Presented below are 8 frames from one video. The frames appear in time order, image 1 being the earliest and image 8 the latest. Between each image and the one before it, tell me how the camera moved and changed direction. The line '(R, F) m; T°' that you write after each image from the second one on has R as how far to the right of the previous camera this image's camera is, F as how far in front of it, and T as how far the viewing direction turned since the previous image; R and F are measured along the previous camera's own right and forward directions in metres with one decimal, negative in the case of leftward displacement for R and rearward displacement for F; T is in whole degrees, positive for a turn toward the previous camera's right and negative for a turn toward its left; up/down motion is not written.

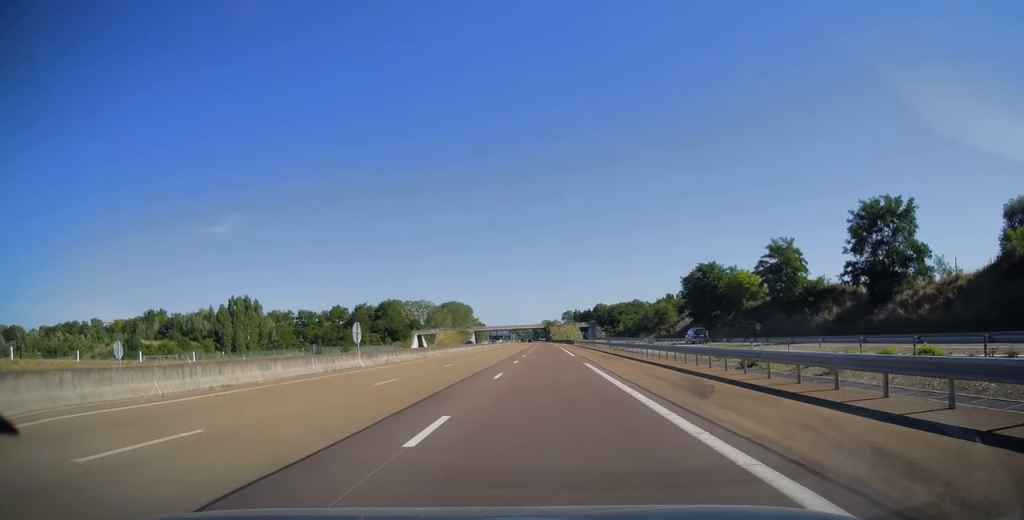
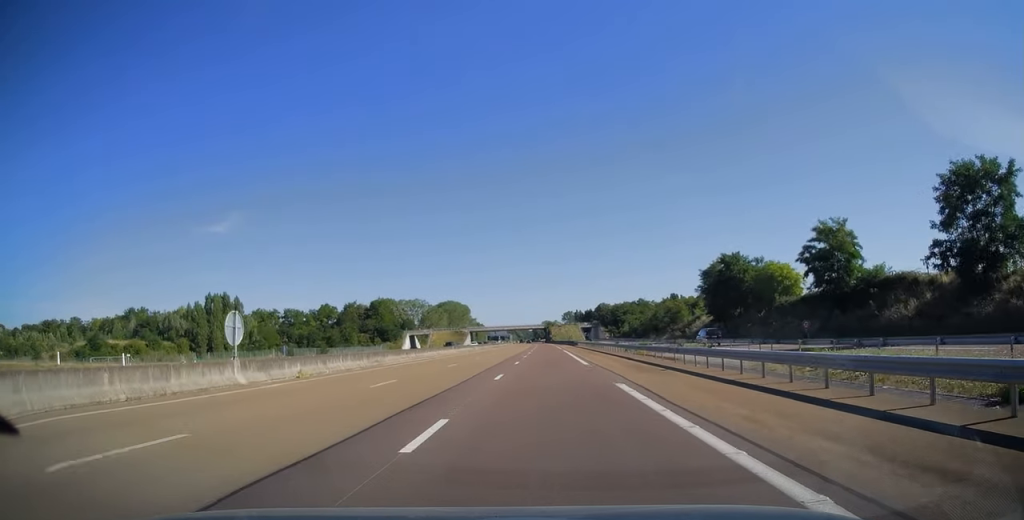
(0.0, +13.3) m; 0°
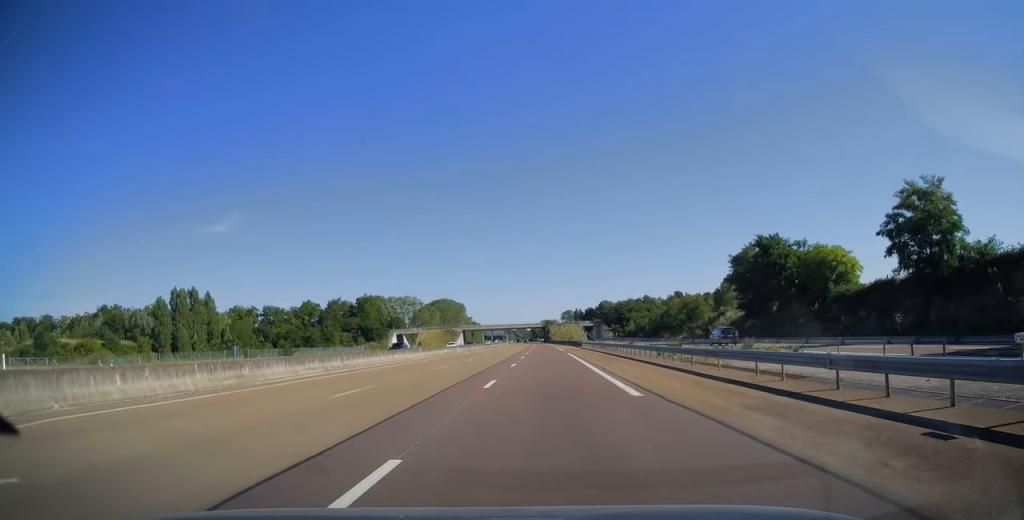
(0.0, +16.4) m; 0°
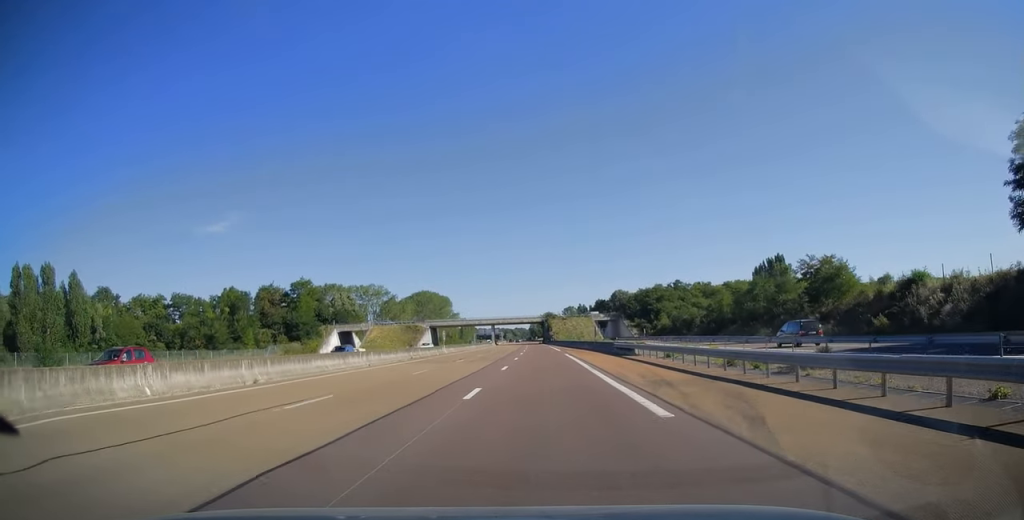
(+0.1, +55.1) m; 0°
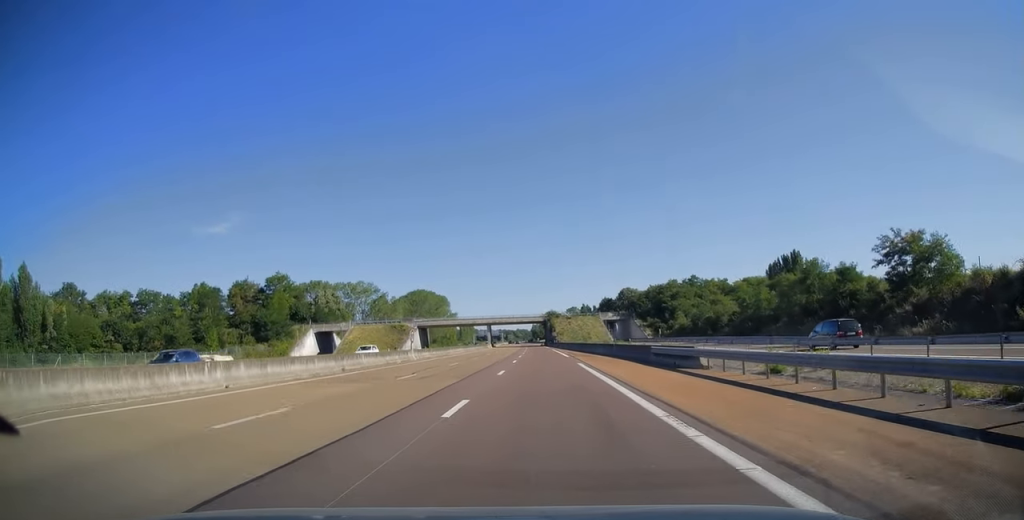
(0.0, +16.0) m; 0°
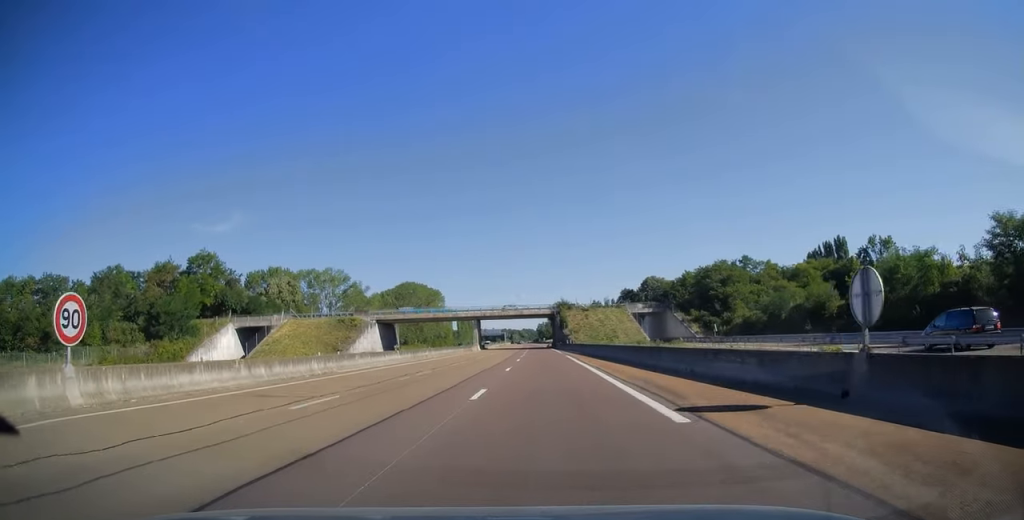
(-0.1, +36.1) m; 0°
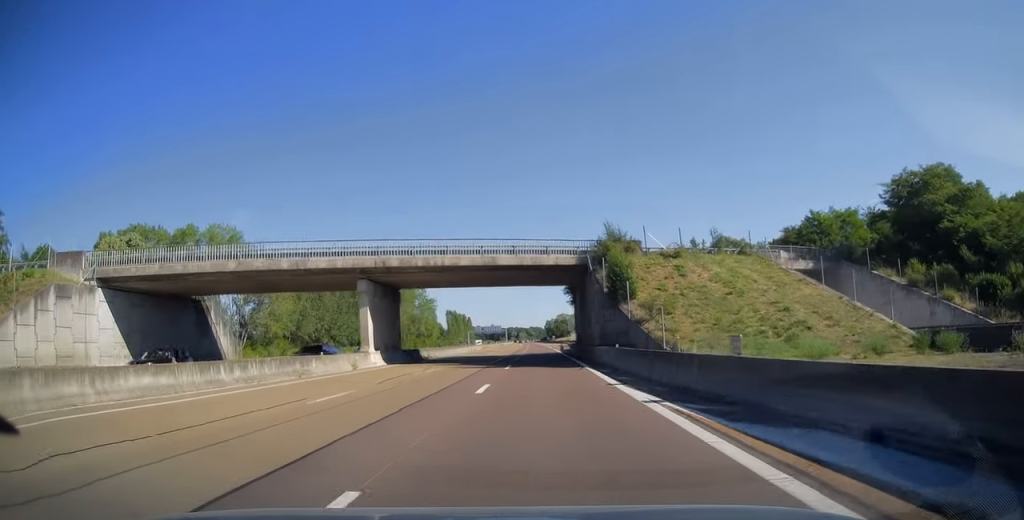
(-0.5, +63.5) m; -1°
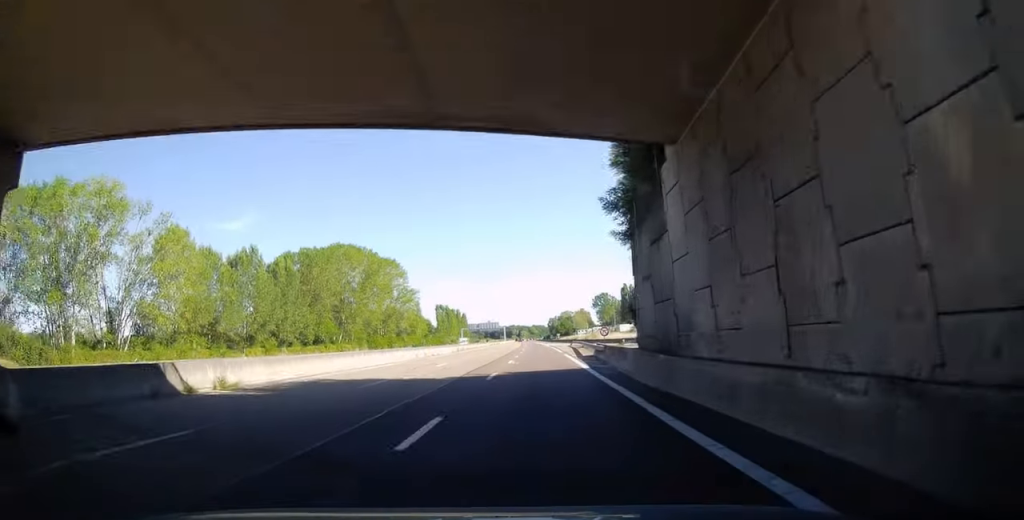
(-0.1, +34.0) m; 0°
